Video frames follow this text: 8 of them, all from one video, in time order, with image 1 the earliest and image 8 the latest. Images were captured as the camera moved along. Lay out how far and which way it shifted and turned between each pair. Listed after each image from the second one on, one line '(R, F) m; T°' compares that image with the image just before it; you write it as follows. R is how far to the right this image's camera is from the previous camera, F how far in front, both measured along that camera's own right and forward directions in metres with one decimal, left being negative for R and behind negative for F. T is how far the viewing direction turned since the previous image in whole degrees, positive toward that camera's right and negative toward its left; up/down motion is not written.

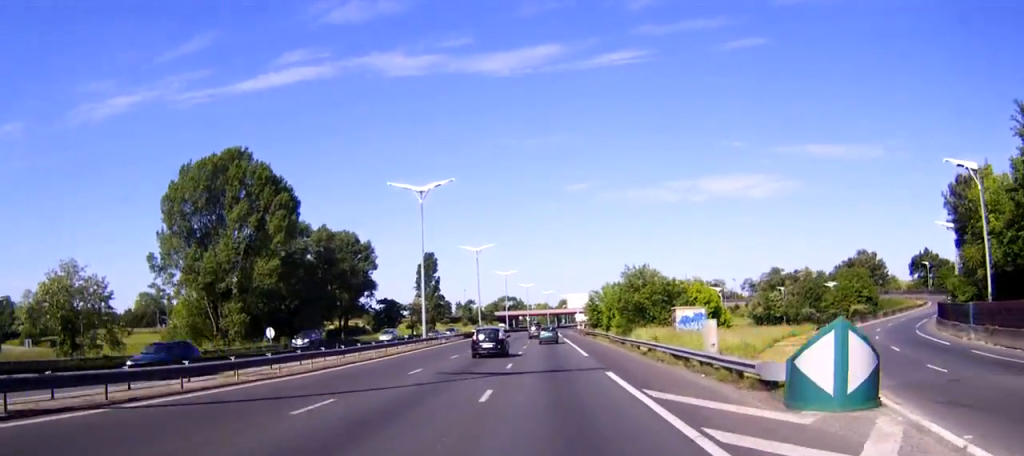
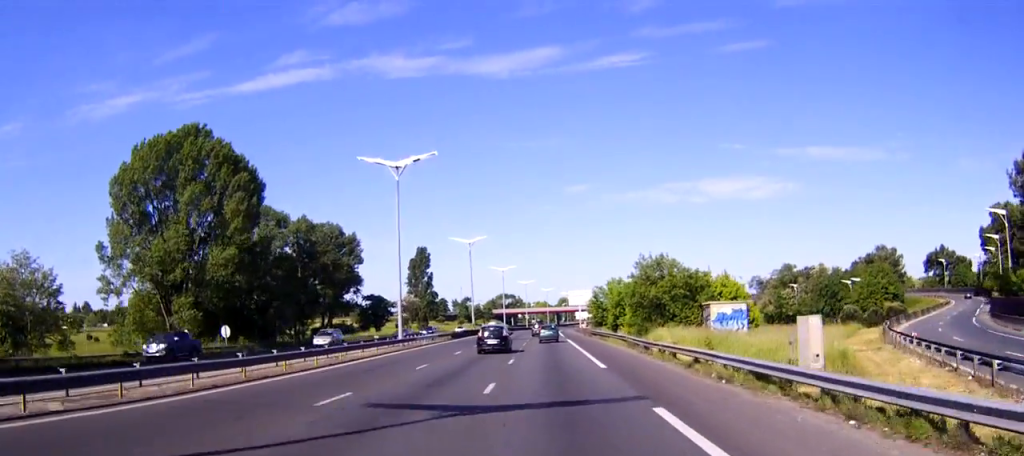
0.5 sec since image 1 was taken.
(0.0, +11.3) m; 0°
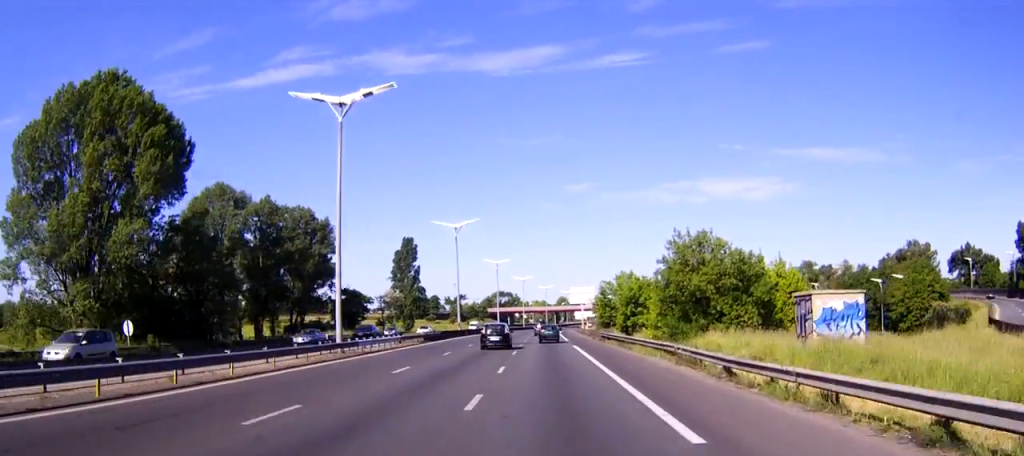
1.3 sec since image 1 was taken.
(0.0, +16.8) m; 0°
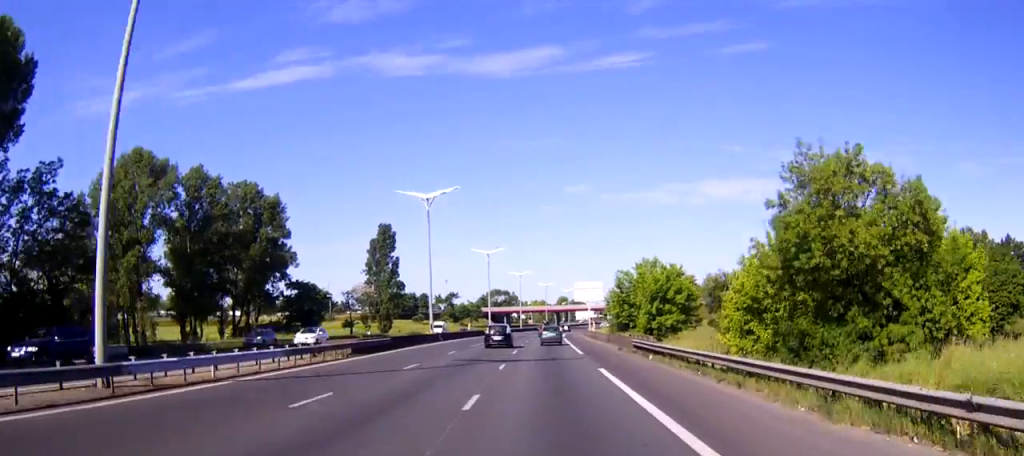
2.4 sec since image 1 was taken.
(0.0, +23.1) m; 0°
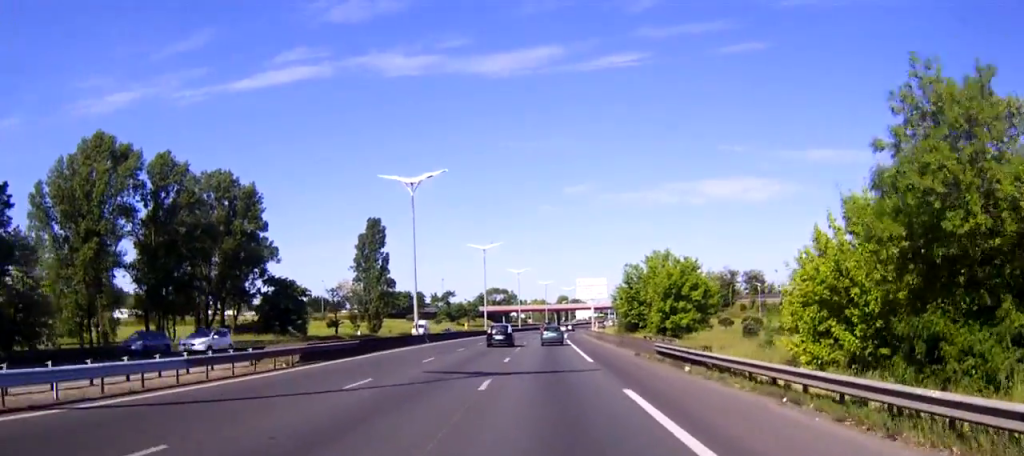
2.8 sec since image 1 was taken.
(0.0, +8.4) m; 0°
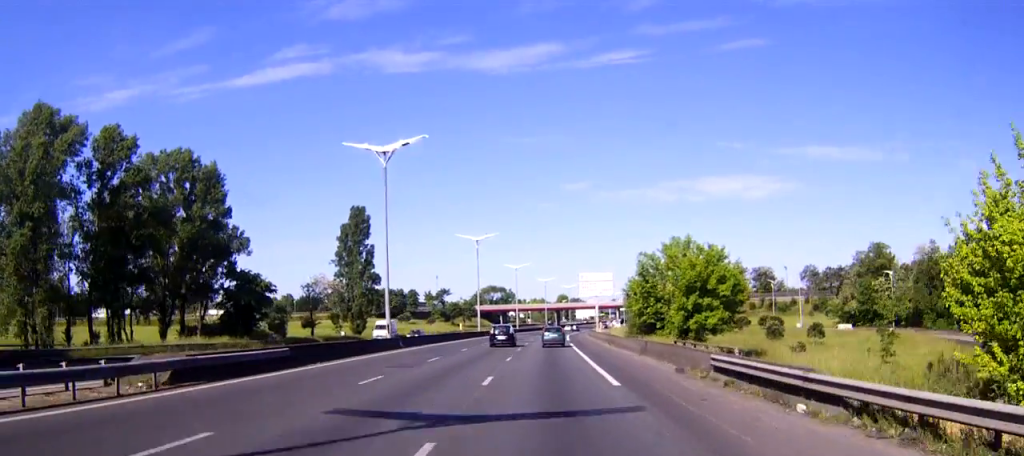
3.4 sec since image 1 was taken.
(0.0, +11.2) m; 0°
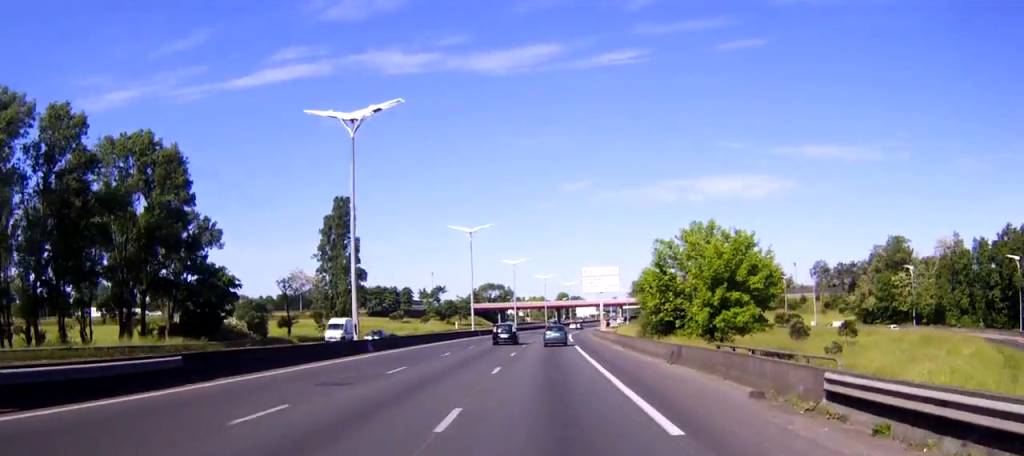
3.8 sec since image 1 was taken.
(0.0, +9.1) m; 0°
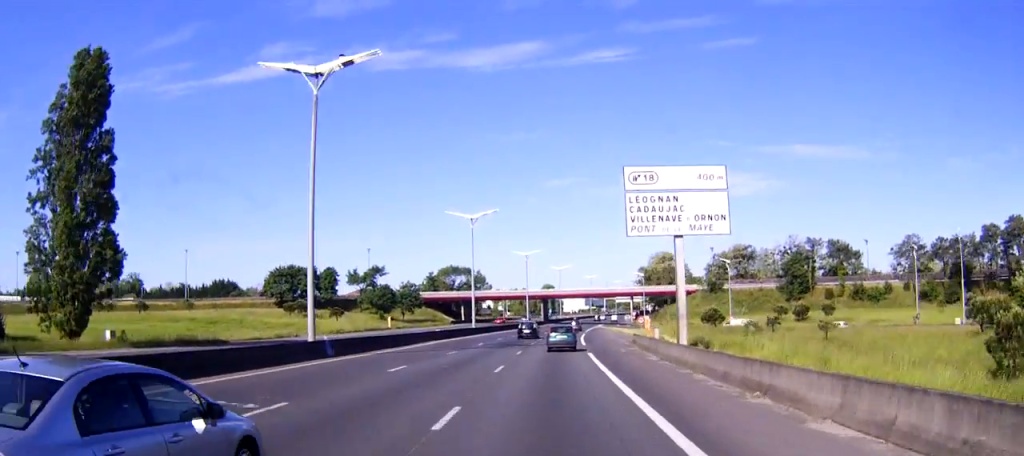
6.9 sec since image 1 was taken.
(+0.9, +64.1) m; +2°
